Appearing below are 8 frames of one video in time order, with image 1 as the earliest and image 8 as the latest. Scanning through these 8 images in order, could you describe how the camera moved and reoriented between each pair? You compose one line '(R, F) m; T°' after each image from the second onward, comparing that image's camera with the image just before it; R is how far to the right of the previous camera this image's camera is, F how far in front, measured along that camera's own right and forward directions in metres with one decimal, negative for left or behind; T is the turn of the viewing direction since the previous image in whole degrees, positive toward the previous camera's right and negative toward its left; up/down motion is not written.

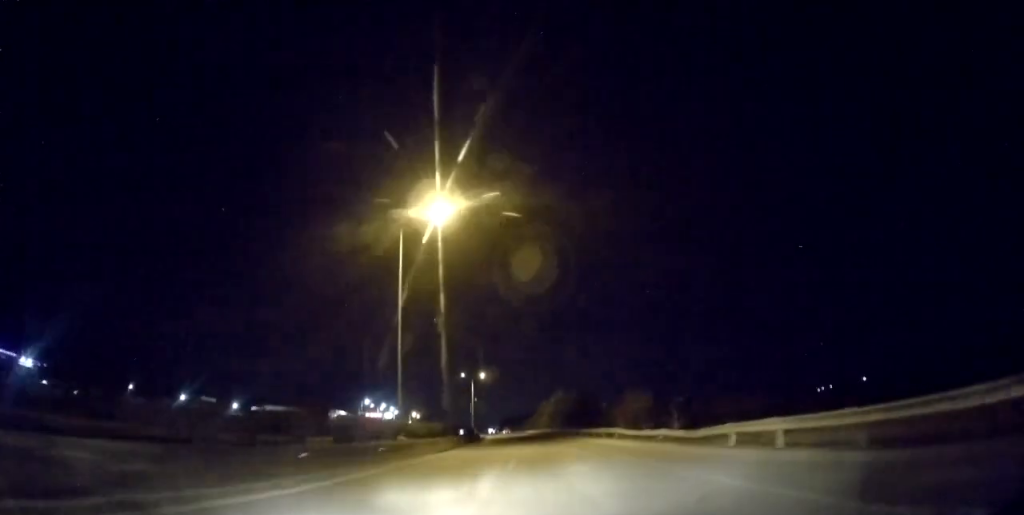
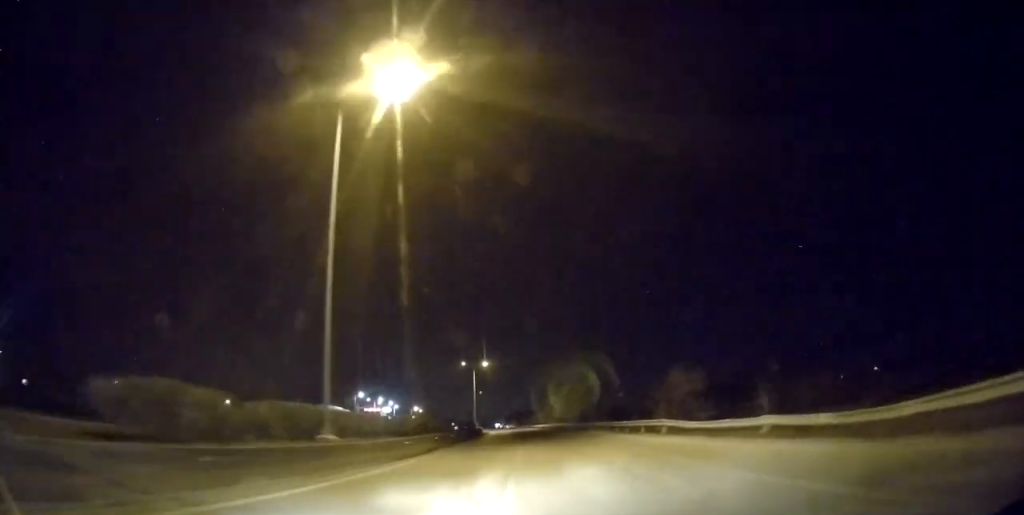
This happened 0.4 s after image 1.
(-0.2, +12.8) m; 0°
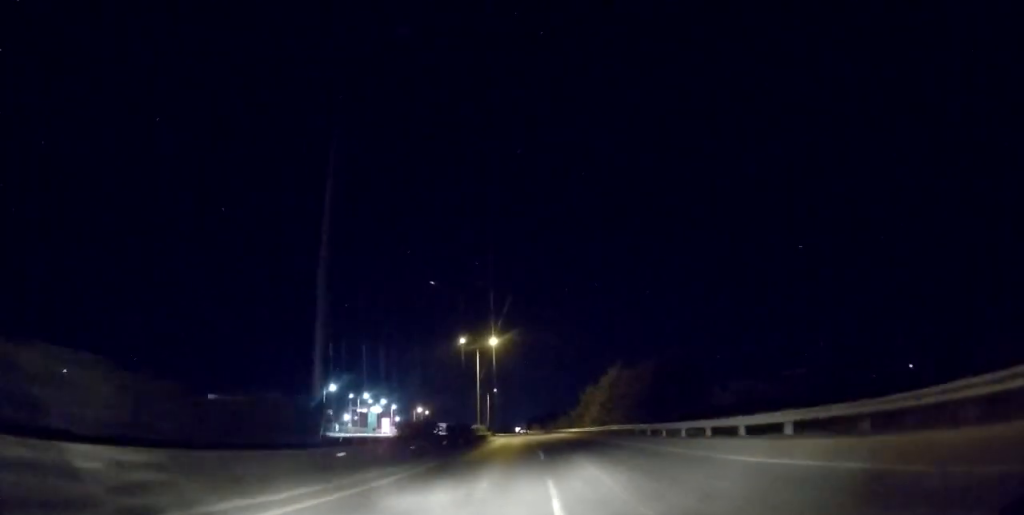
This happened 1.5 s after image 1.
(-0.5, +36.5) m; -1°
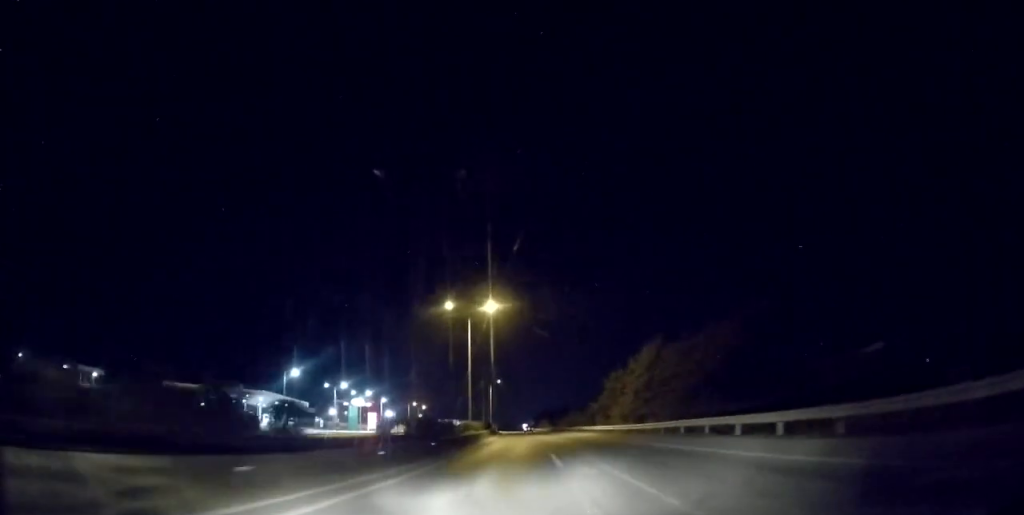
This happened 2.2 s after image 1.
(0.0, +22.0) m; -1°
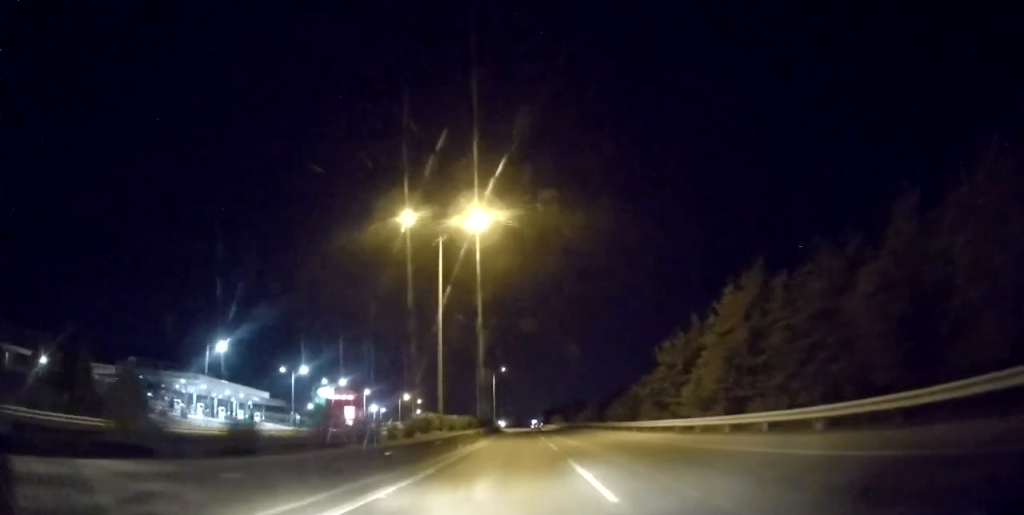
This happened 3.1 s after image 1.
(-0.2, +25.9) m; -1°
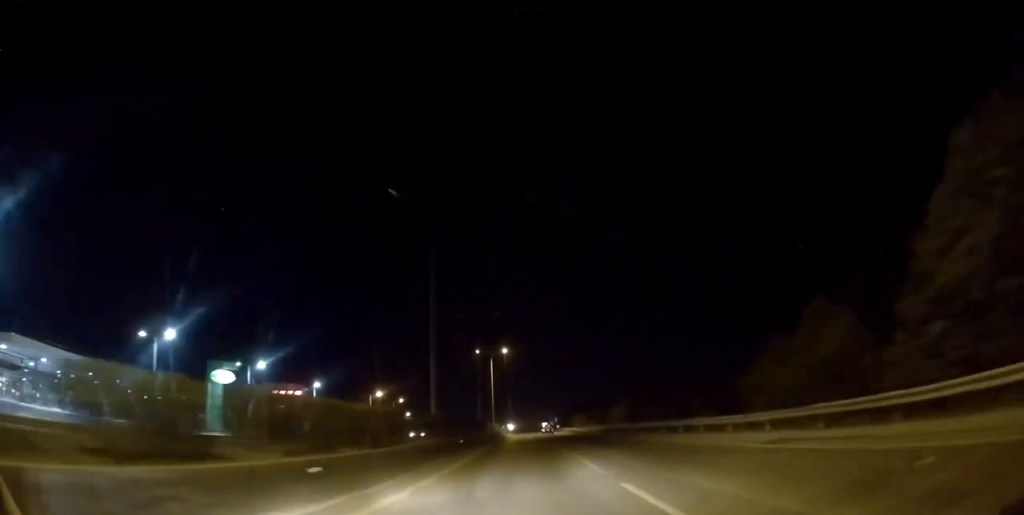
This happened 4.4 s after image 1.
(-0.3, +39.1) m; 0°
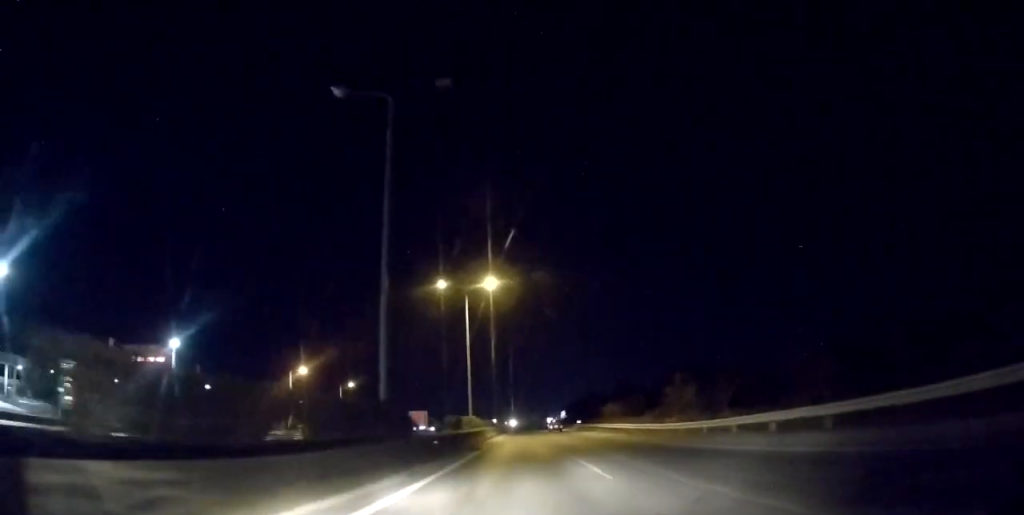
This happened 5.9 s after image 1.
(0.0, +44.8) m; 0°
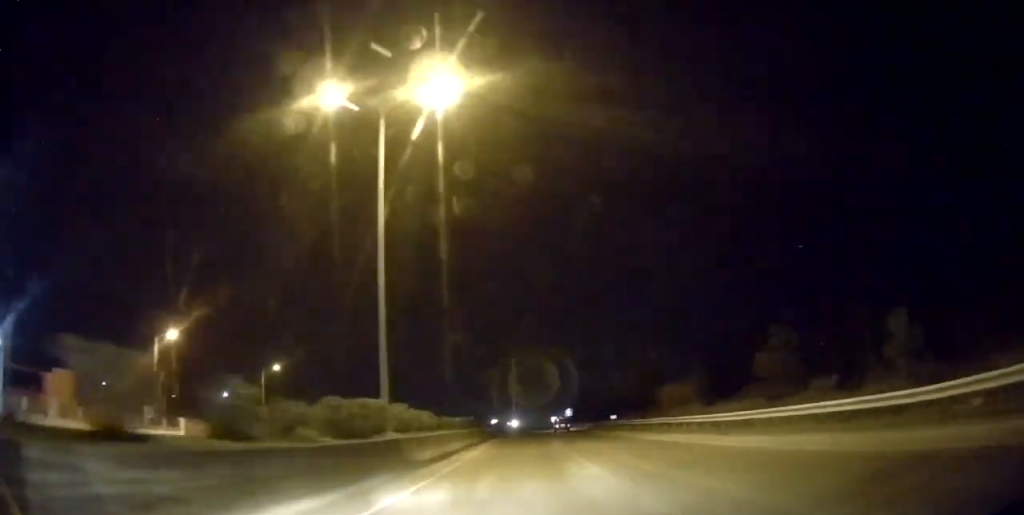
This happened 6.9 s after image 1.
(0.0, +32.2) m; 0°
